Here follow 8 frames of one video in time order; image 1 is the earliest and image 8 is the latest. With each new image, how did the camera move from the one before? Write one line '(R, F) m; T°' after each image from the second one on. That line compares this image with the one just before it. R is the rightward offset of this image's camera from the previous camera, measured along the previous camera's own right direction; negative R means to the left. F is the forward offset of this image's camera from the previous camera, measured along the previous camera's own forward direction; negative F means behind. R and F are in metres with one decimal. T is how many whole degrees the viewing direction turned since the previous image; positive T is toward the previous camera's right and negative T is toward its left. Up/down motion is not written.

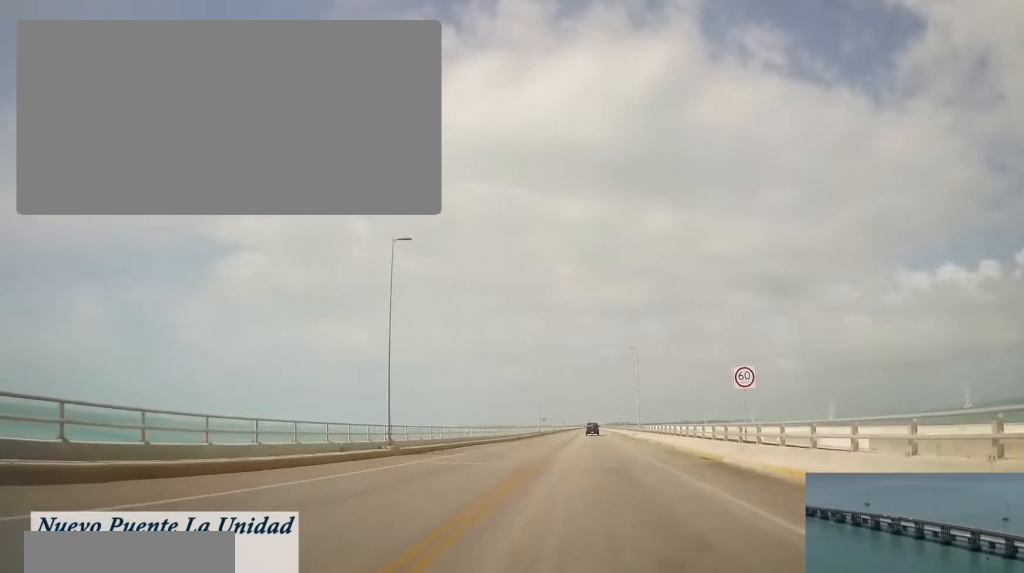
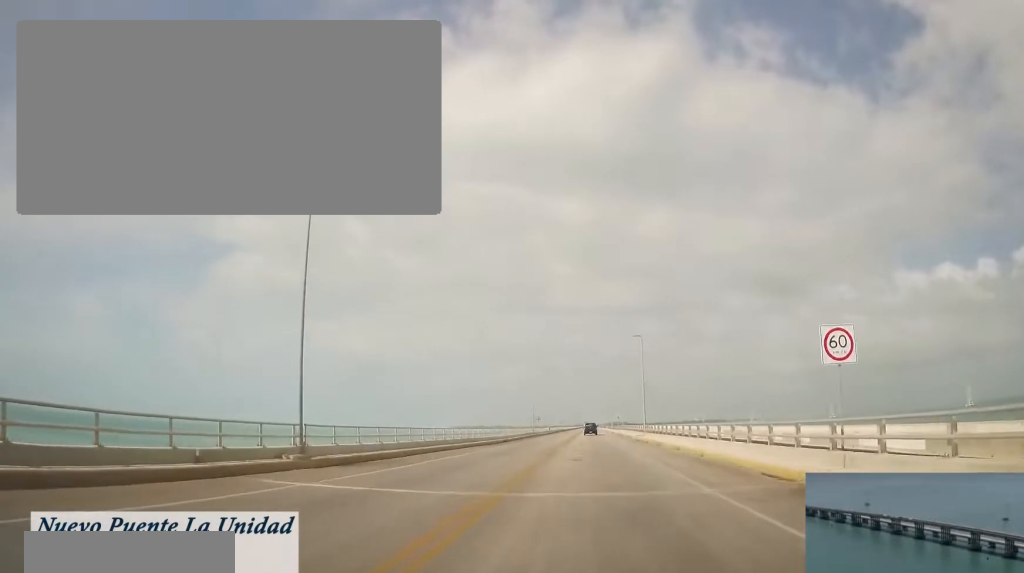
(0.0, +8.7) m; 0°
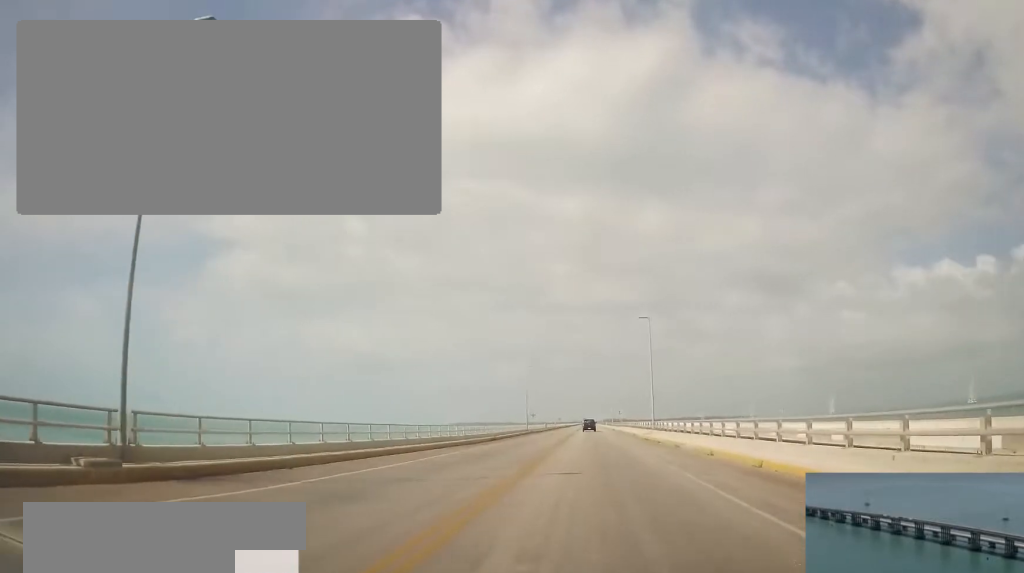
(-0.1, +8.2) m; -1°
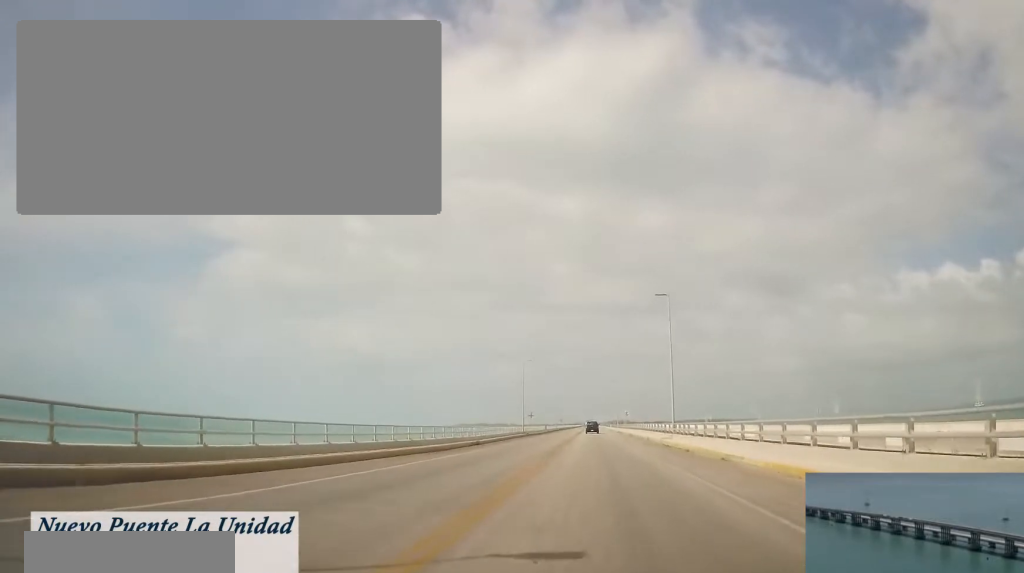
(0.0, +9.7) m; -1°
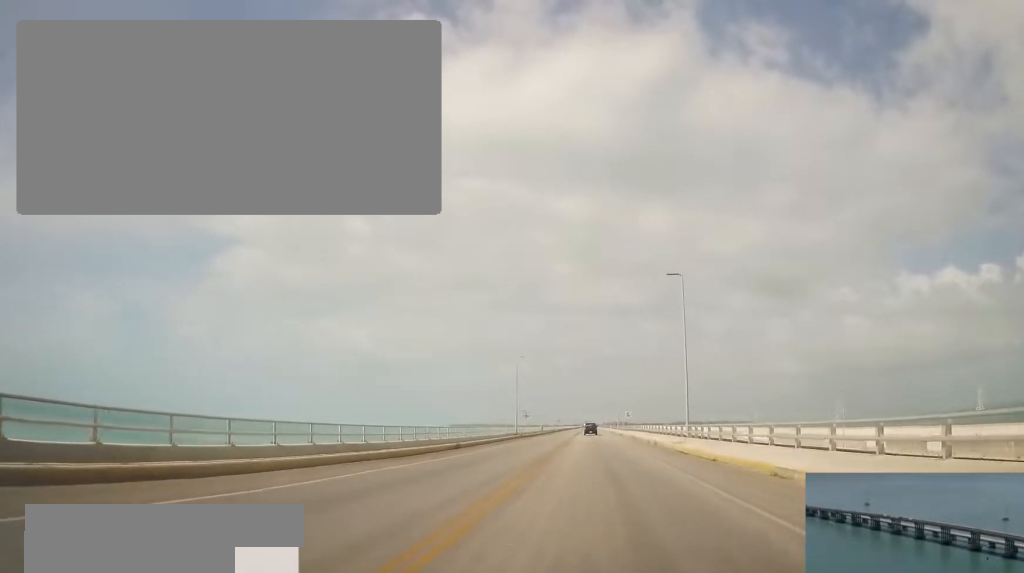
(0.0, +6.1) m; -1°
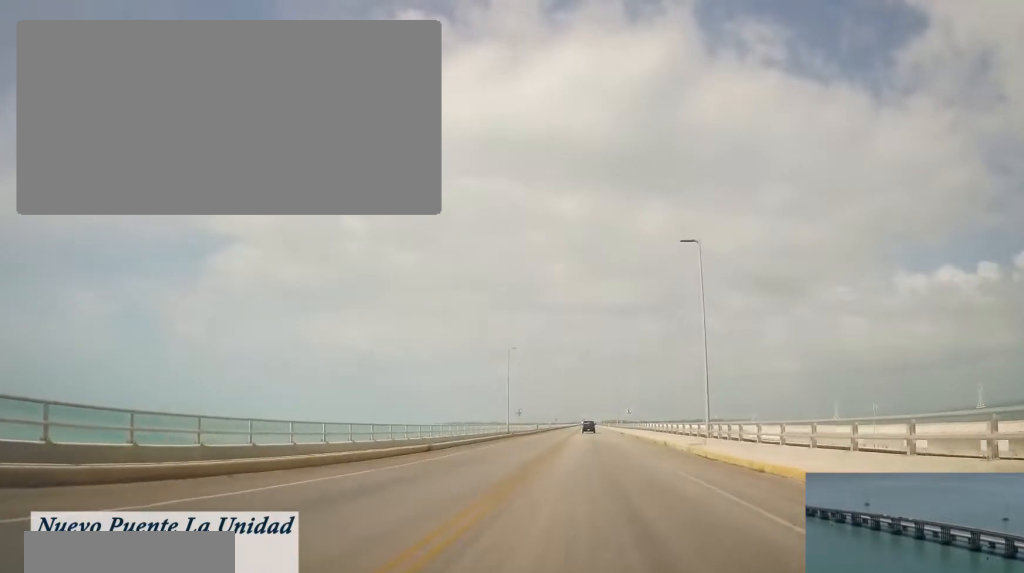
(0.0, +6.2) m; -2°
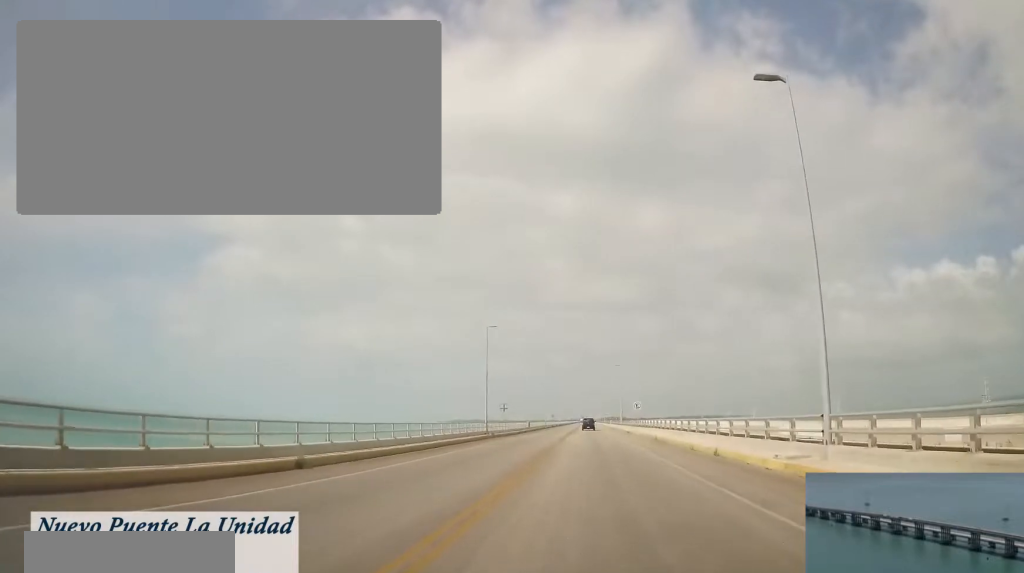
(-0.5, +14.3) m; 0°
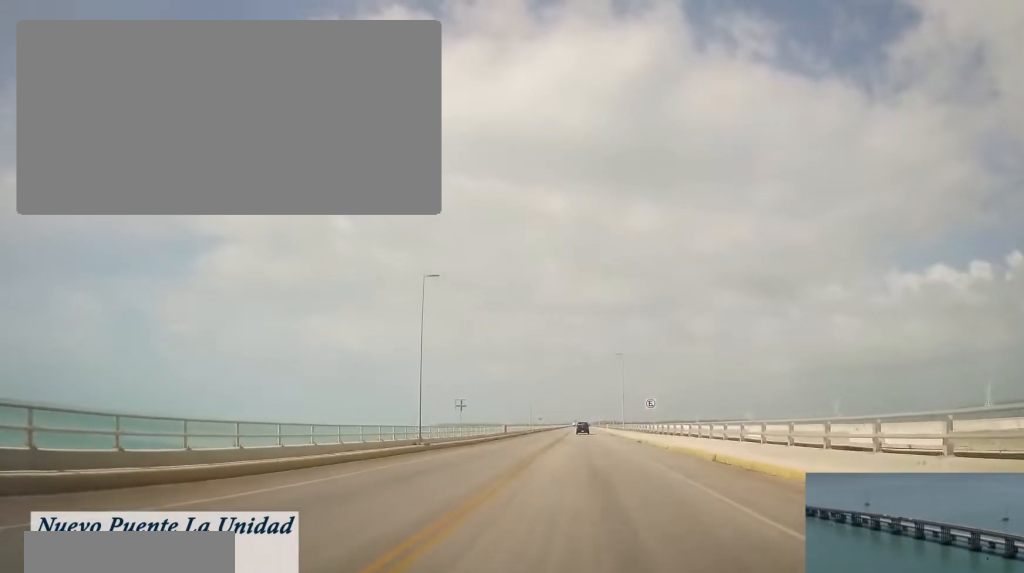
(+1.1, +20.3) m; +3°
